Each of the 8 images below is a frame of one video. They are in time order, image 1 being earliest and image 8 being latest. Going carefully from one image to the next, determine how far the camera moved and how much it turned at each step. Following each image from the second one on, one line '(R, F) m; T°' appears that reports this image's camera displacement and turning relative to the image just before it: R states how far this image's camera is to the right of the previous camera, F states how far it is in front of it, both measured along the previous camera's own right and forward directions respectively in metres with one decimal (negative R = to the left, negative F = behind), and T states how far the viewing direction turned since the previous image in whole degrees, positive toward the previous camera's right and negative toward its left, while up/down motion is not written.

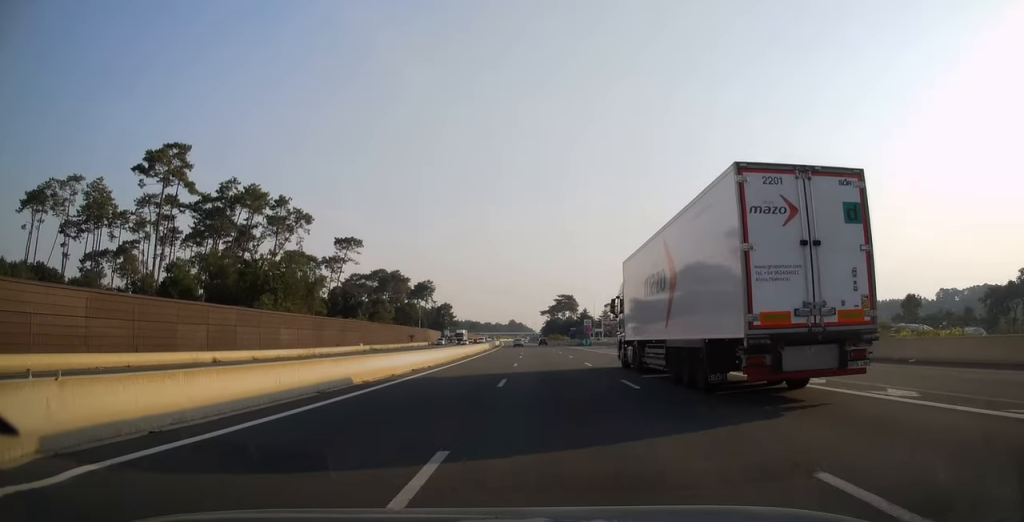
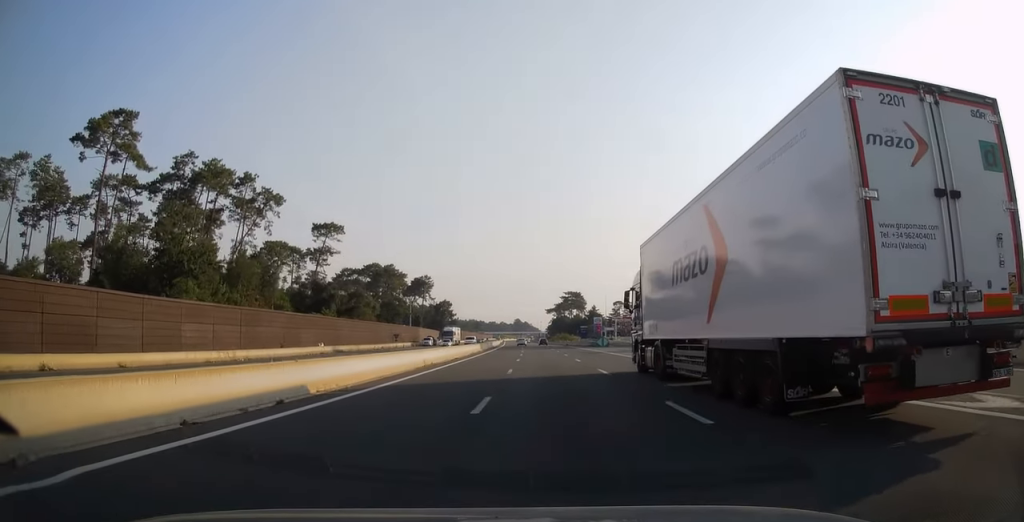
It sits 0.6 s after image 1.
(-0.1, +19.3) m; -1°
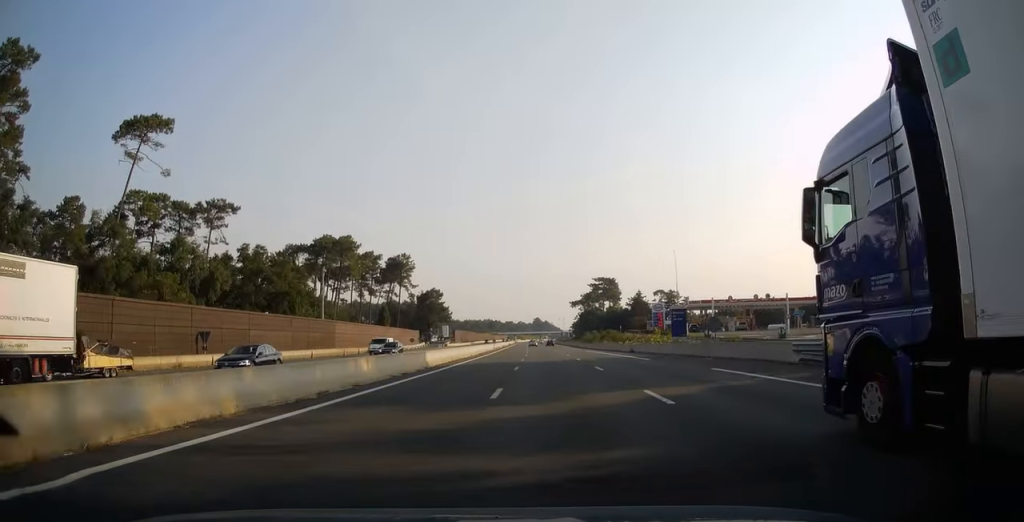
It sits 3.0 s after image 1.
(-1.3, +73.9) m; -2°
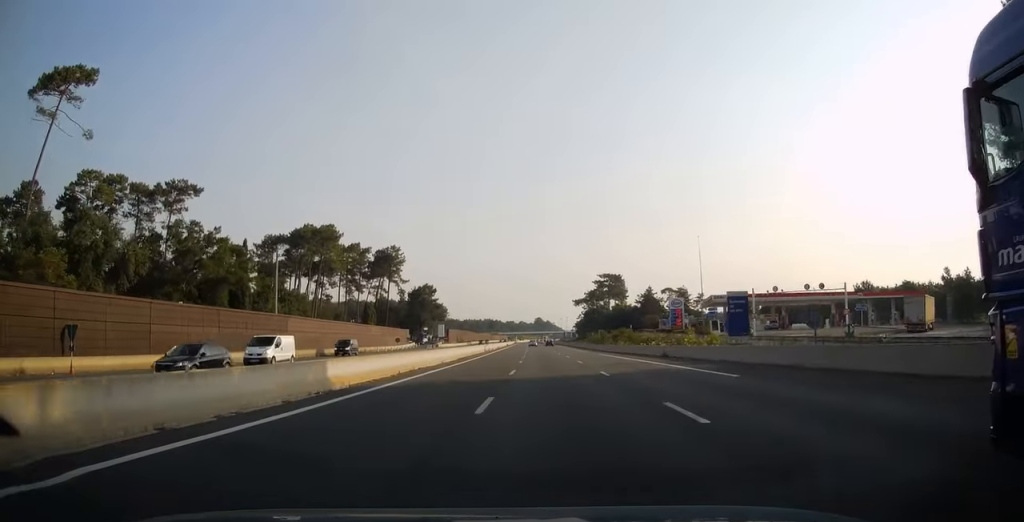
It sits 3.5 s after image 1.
(0.0, +15.5) m; 0°
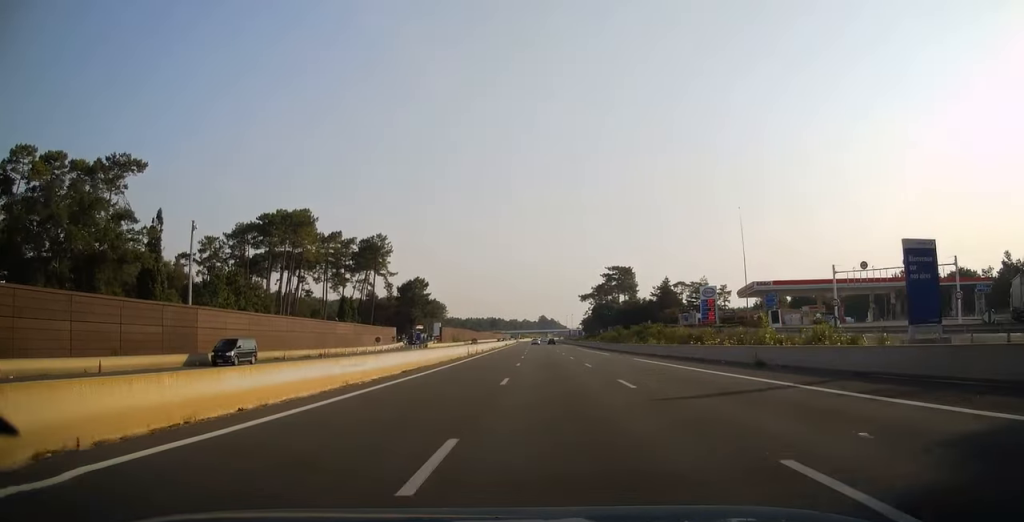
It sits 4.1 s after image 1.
(-0.1, +18.6) m; 0°
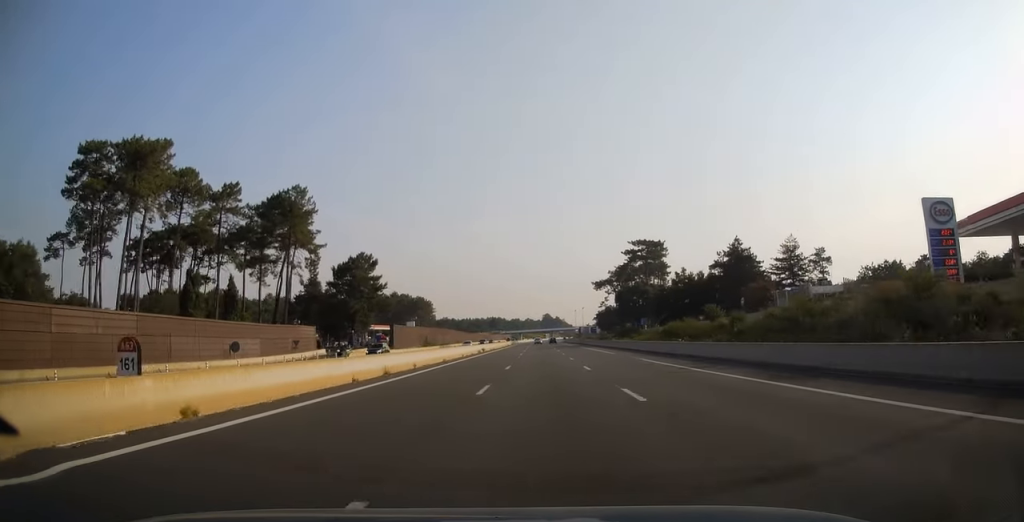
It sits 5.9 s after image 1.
(-0.2, +54.9) m; -1°
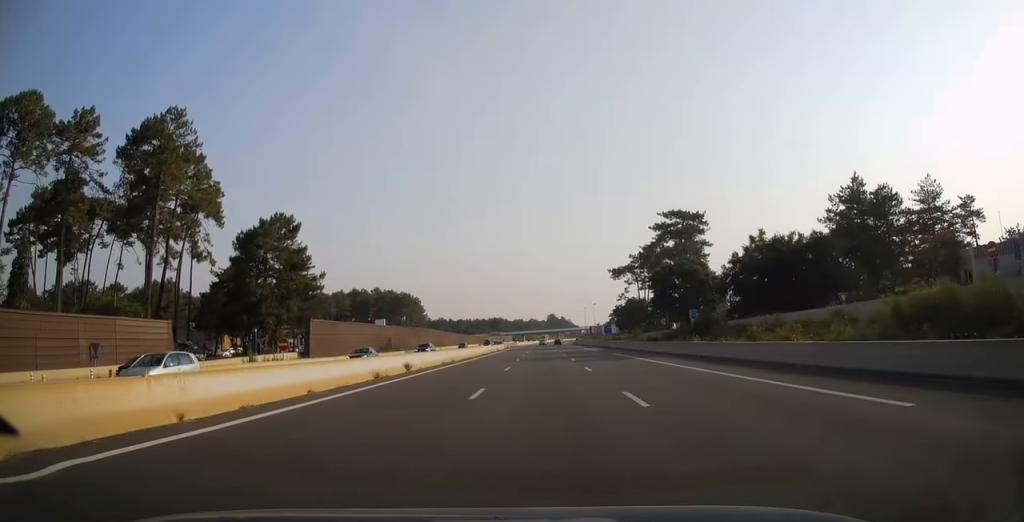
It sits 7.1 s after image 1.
(-0.2, +39.5) m; 0°
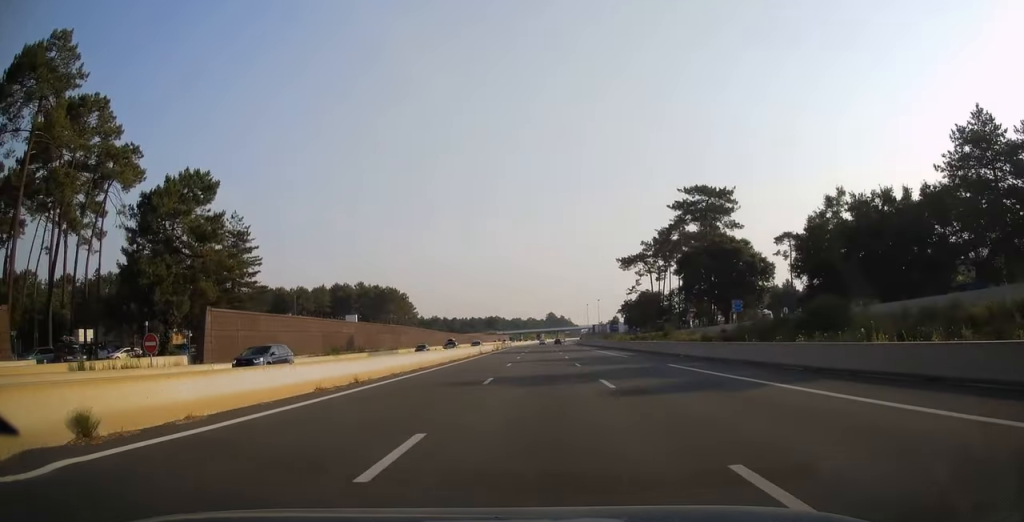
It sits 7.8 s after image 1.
(0.0, +21.3) m; 0°
